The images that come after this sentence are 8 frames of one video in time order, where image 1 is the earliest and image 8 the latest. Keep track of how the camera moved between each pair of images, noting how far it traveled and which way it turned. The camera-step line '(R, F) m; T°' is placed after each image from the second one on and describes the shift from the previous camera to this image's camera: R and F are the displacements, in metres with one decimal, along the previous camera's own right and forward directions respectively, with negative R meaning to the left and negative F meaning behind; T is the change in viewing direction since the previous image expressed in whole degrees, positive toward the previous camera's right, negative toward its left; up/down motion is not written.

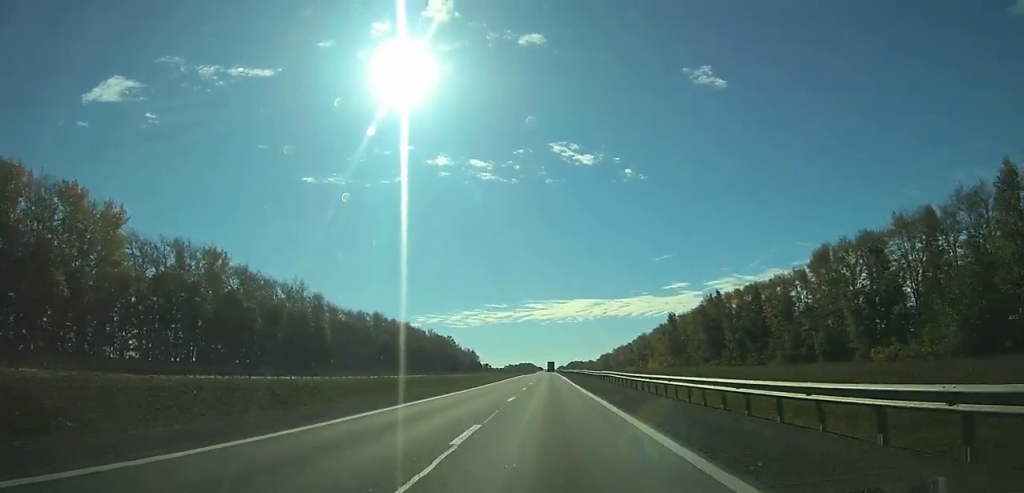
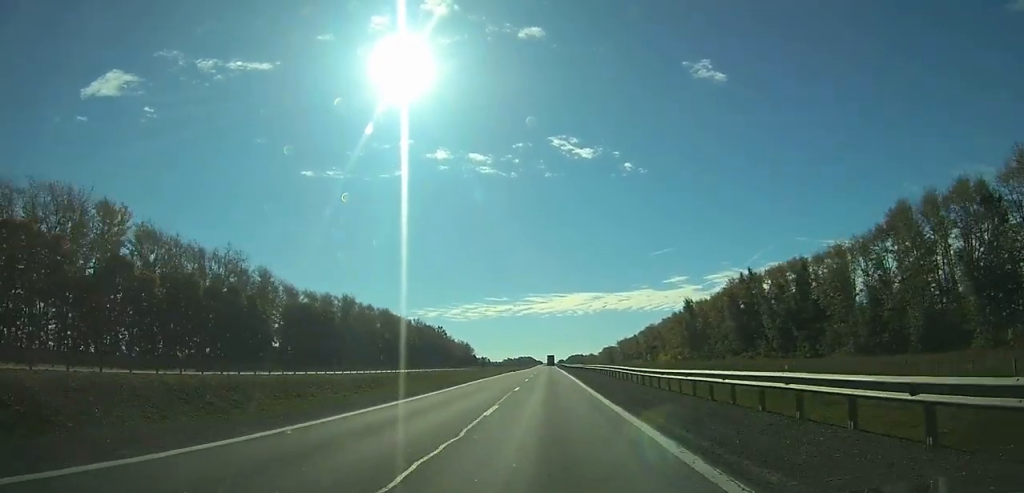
(-0.1, +31.2) m; 0°
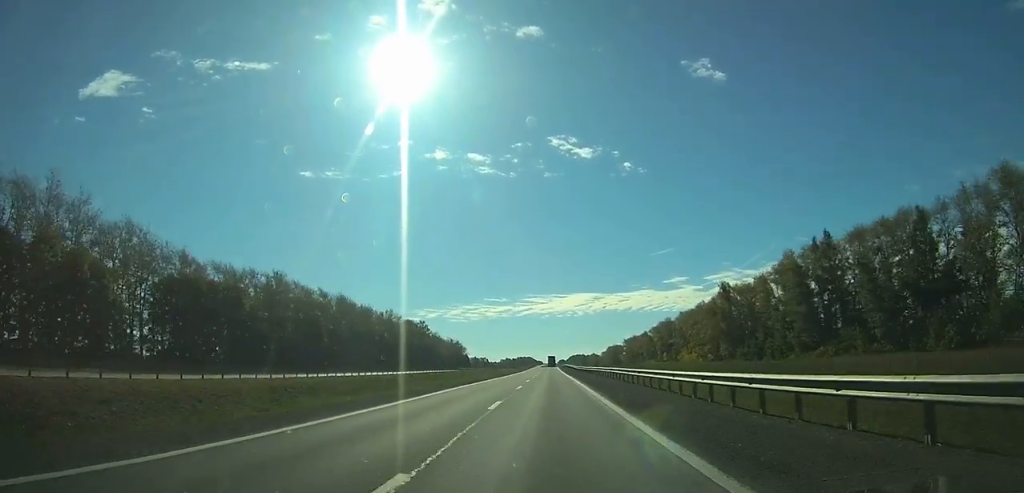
(+0.1, +45.9) m; 0°
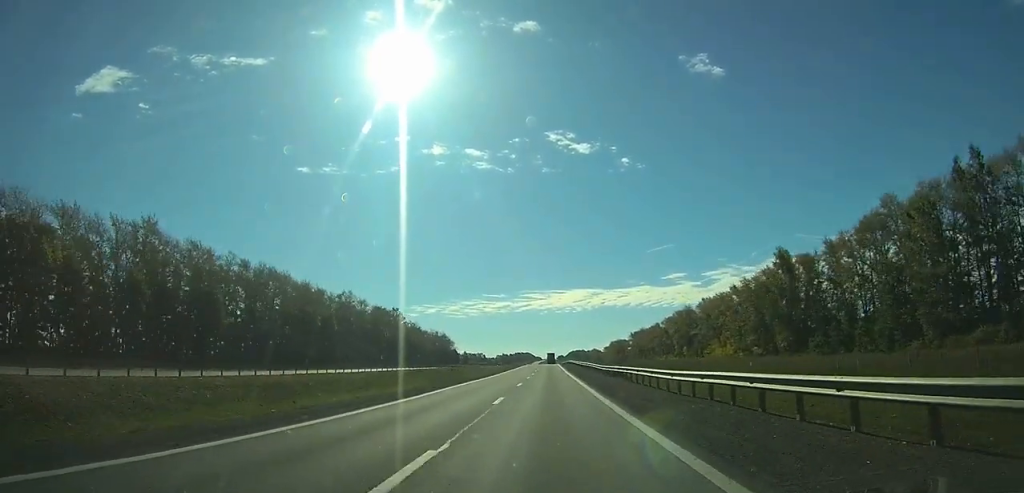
(+0.1, +46.0) m; 0°
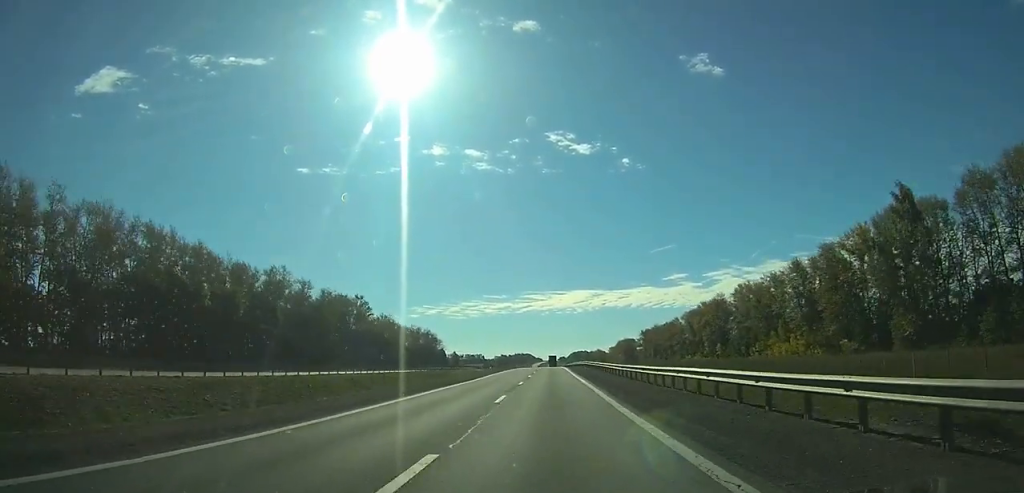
(0.0, +47.9) m; 0°
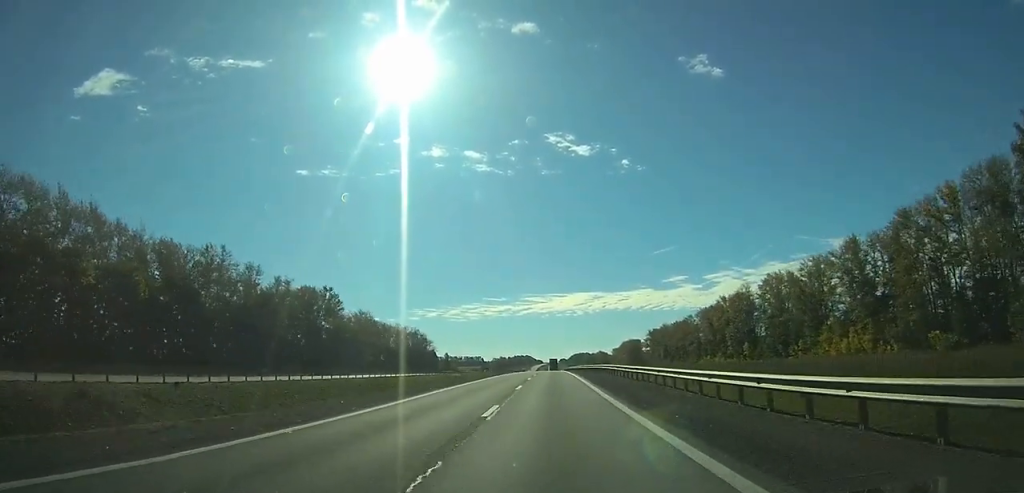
(-0.1, +27.6) m; 0°
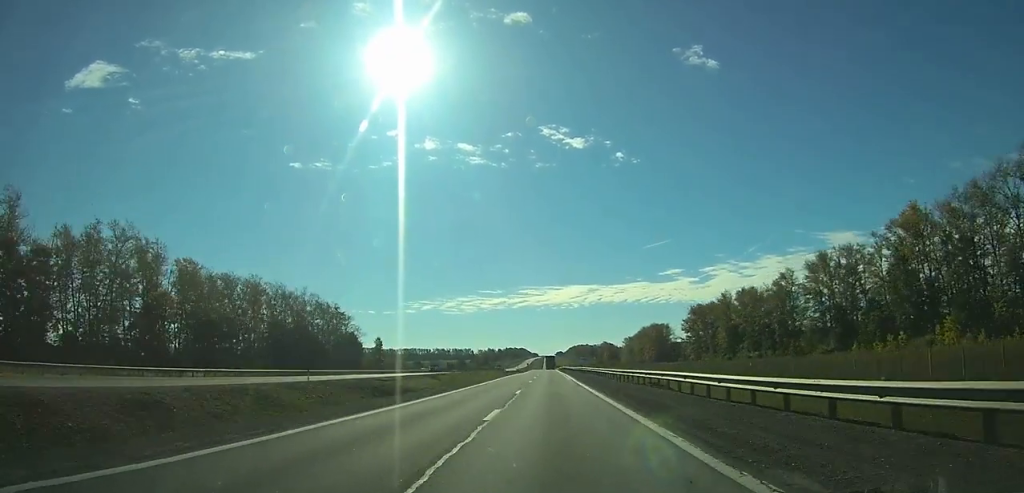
(+0.3, +121.1) m; 0°
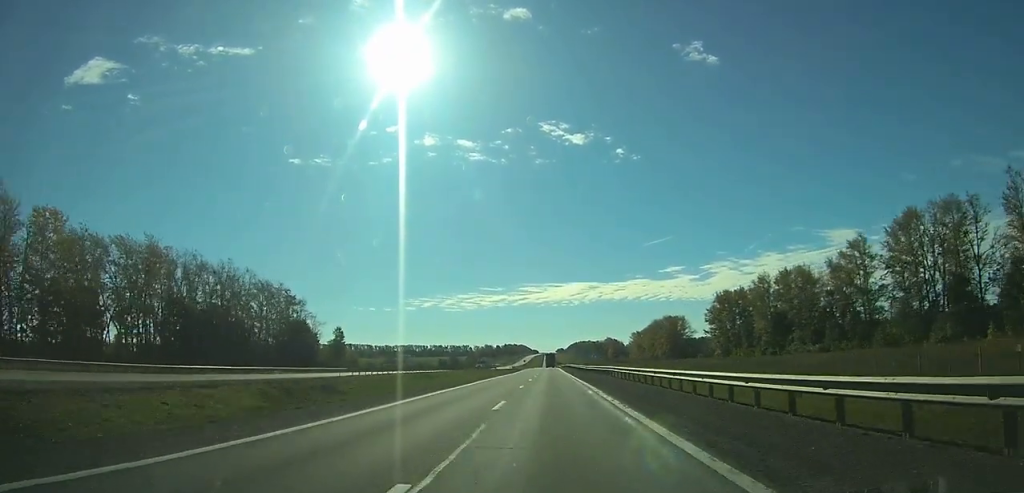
(0.0, +38.5) m; 0°
